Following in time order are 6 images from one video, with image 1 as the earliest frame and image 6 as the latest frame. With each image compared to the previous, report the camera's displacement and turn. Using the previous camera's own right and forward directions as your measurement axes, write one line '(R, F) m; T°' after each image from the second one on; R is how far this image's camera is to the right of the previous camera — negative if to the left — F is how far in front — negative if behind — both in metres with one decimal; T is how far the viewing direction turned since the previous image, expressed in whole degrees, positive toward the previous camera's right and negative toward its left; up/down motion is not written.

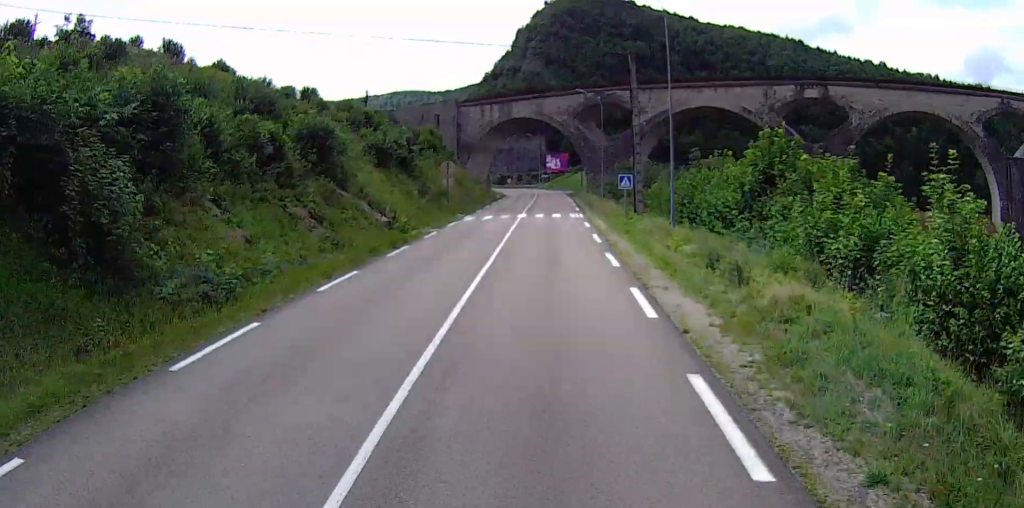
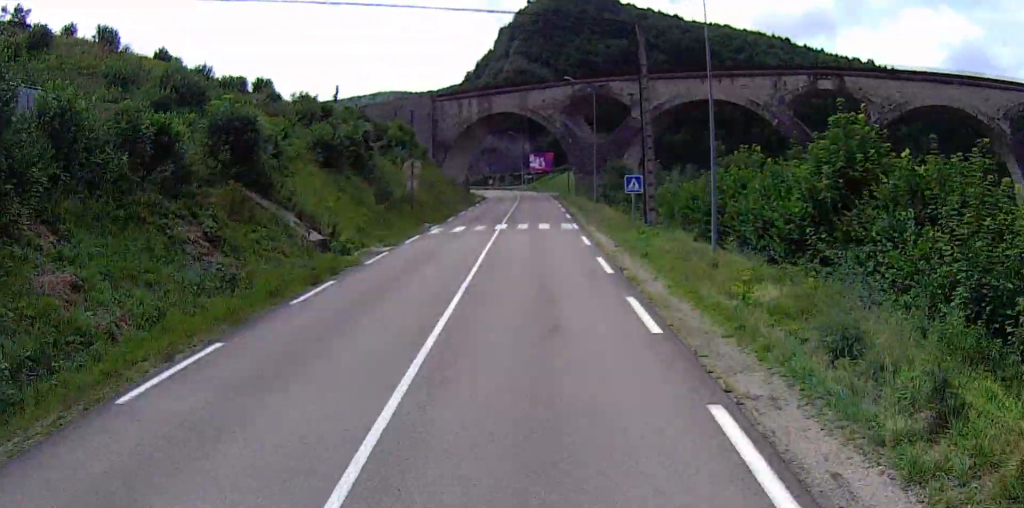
(0.0, +8.5) m; 0°
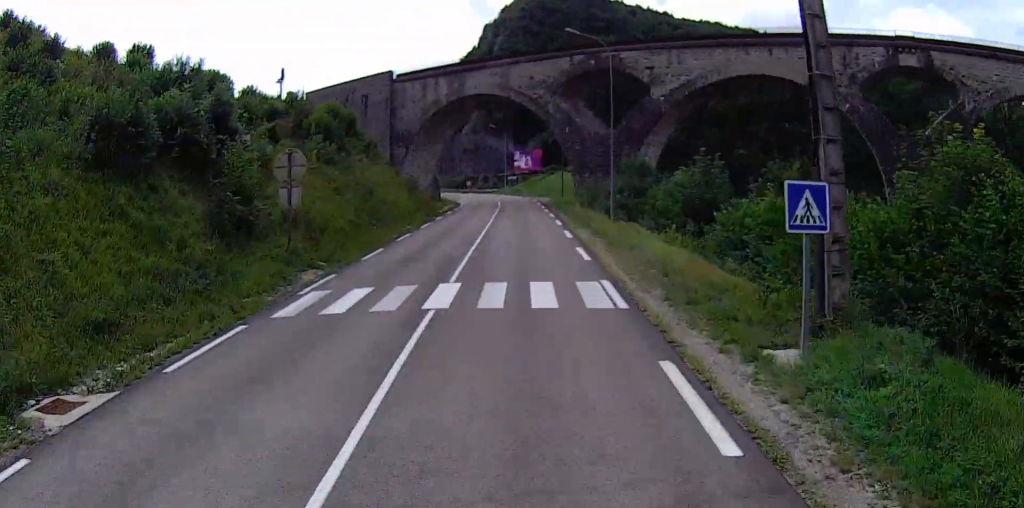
(+0.3, +17.2) m; +2°
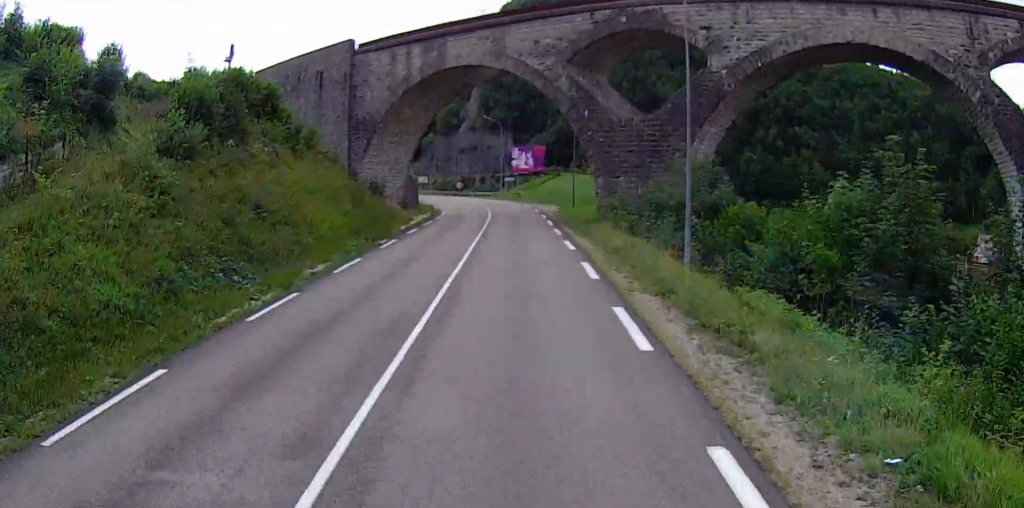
(+0.2, +14.1) m; +1°
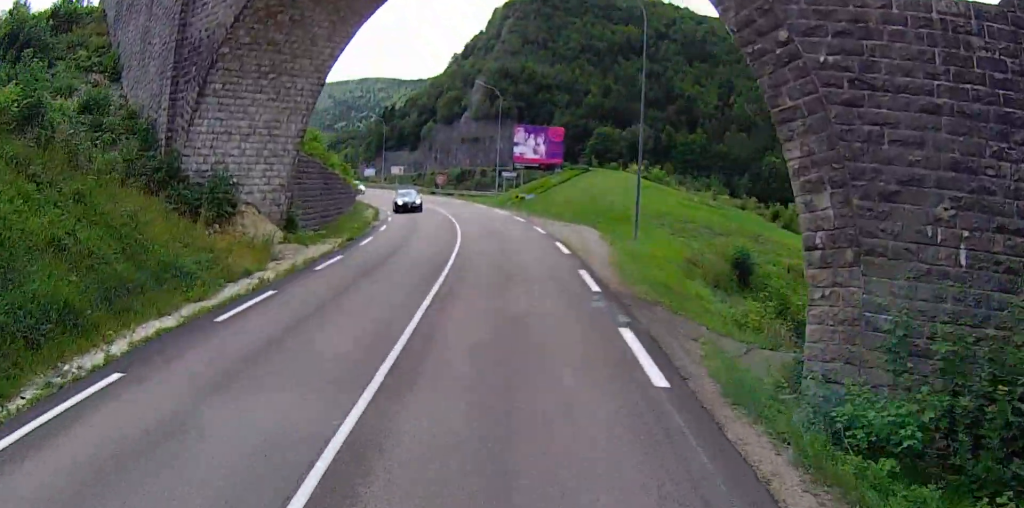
(+0.1, +23.6) m; +1°
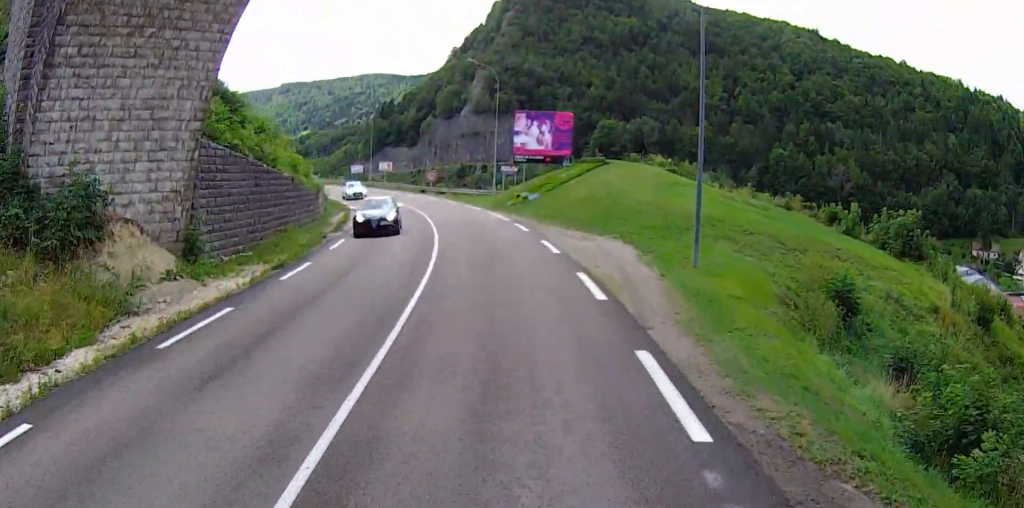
(+0.1, +7.9) m; 0°
